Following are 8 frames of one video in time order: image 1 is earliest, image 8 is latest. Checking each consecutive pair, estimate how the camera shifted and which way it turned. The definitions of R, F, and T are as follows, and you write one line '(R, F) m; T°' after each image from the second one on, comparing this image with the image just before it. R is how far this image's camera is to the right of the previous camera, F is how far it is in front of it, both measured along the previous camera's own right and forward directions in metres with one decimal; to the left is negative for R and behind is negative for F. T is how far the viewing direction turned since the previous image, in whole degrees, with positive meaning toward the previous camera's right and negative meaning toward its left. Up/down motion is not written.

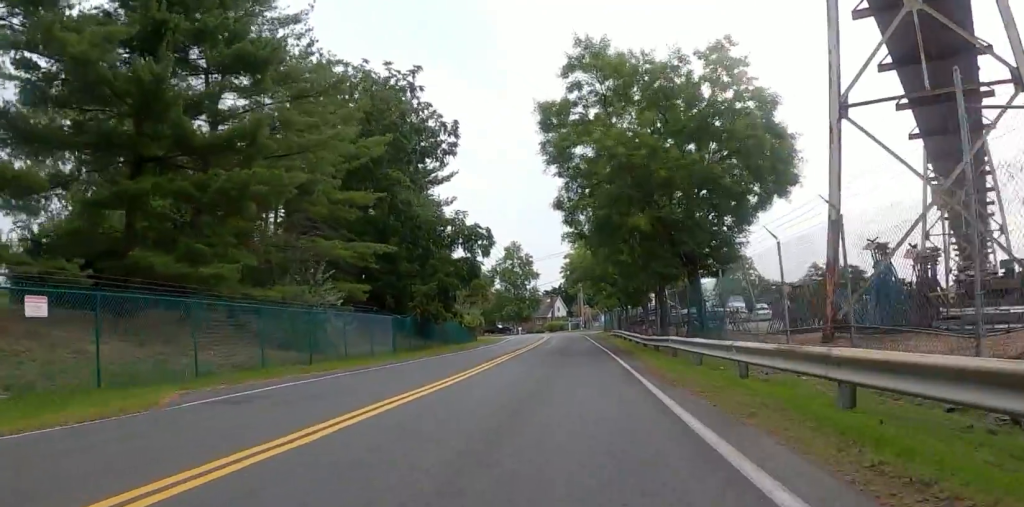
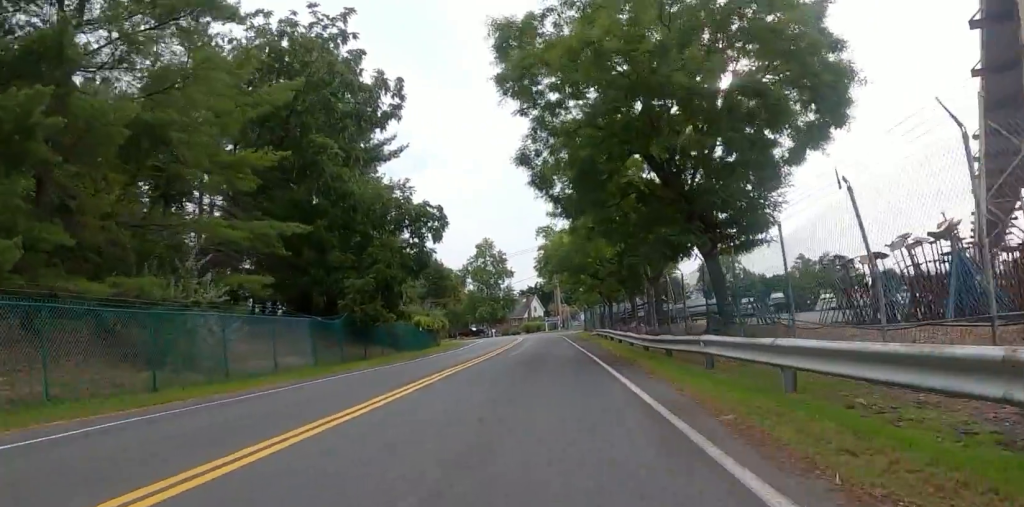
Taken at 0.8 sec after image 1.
(0.0, +6.6) m; -4°
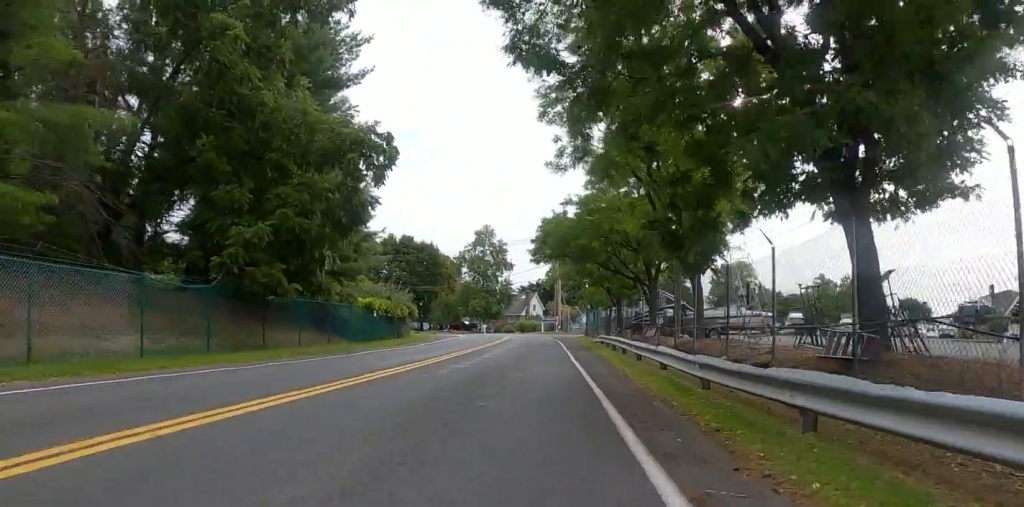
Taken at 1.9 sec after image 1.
(-0.8, +8.6) m; -6°
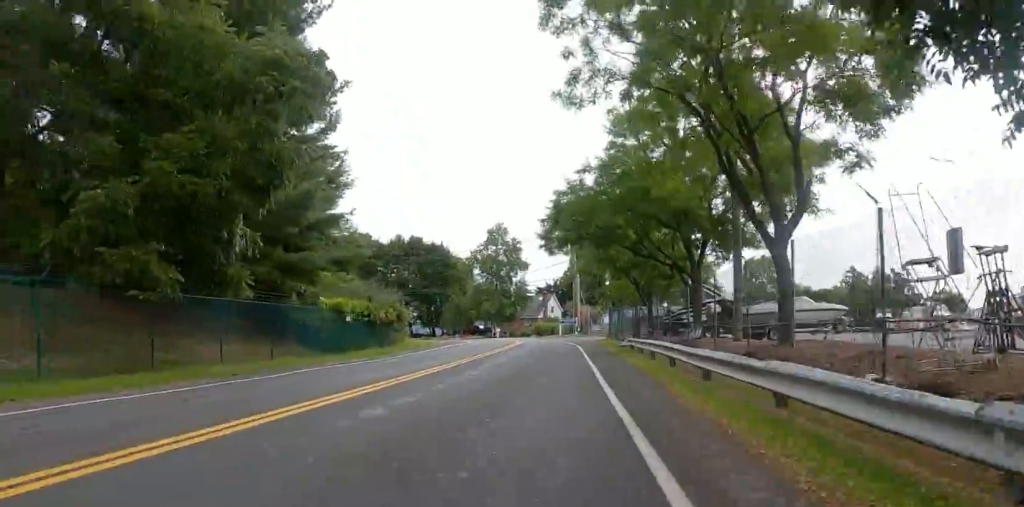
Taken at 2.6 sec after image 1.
(-0.5, +6.0) m; +2°
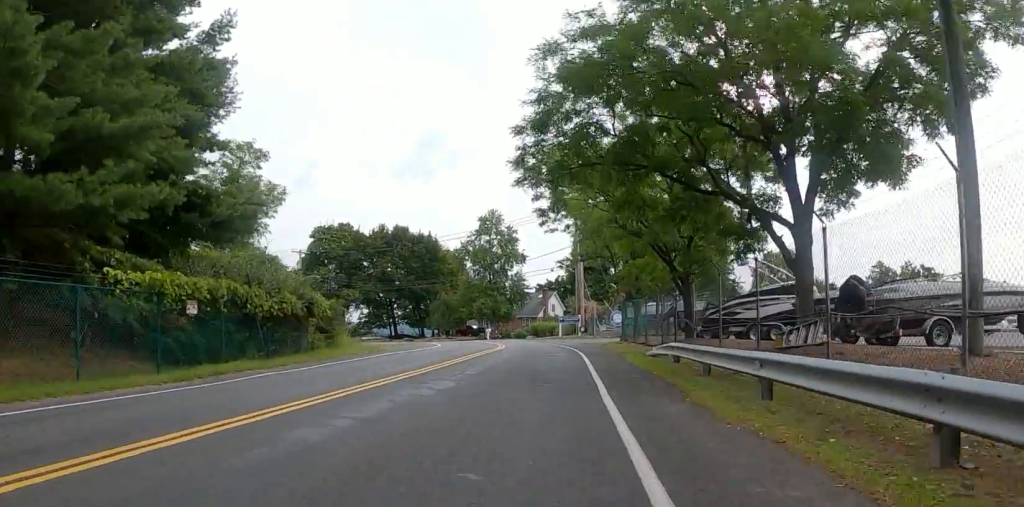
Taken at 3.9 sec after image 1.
(+1.6, +10.4) m; +9°
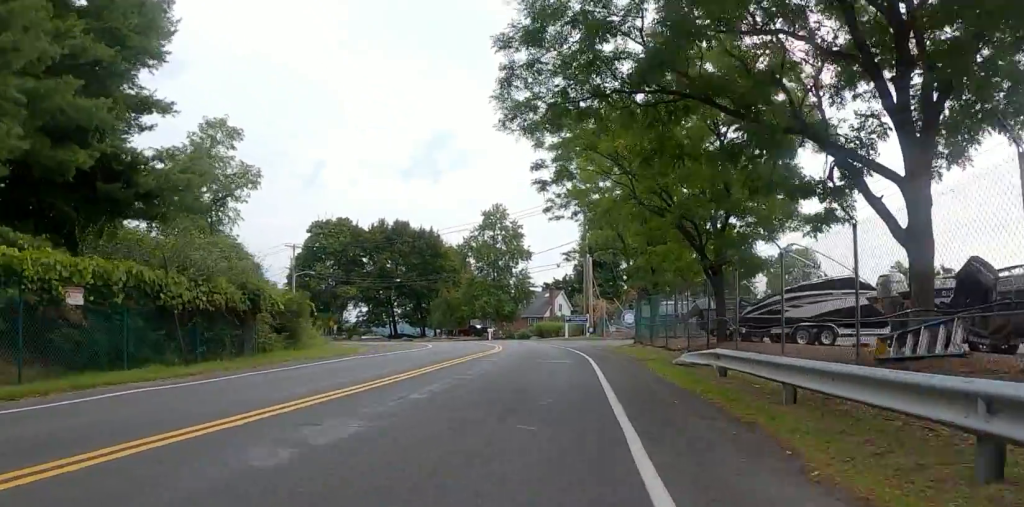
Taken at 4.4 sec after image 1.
(0.0, +4.0) m; 0°
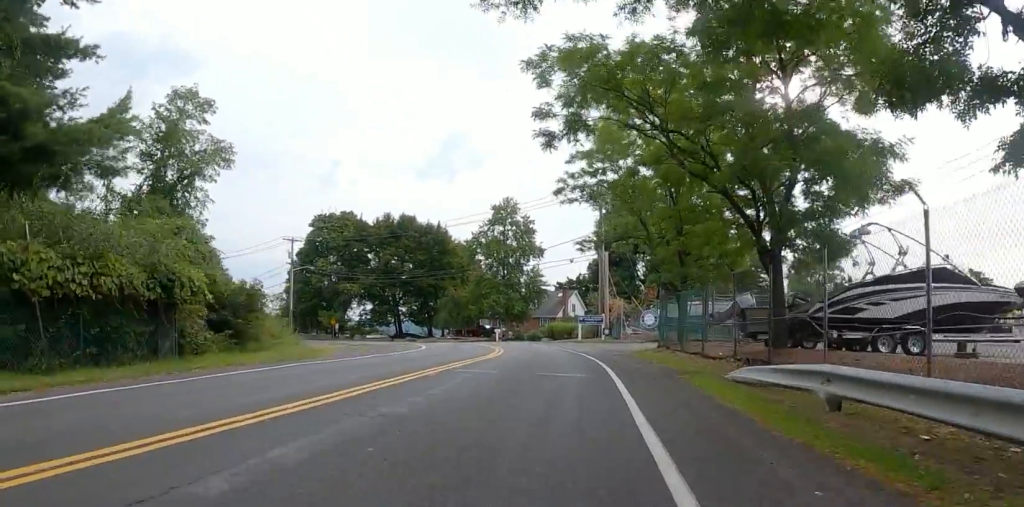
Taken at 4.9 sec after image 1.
(0.0, +4.4) m; -6°
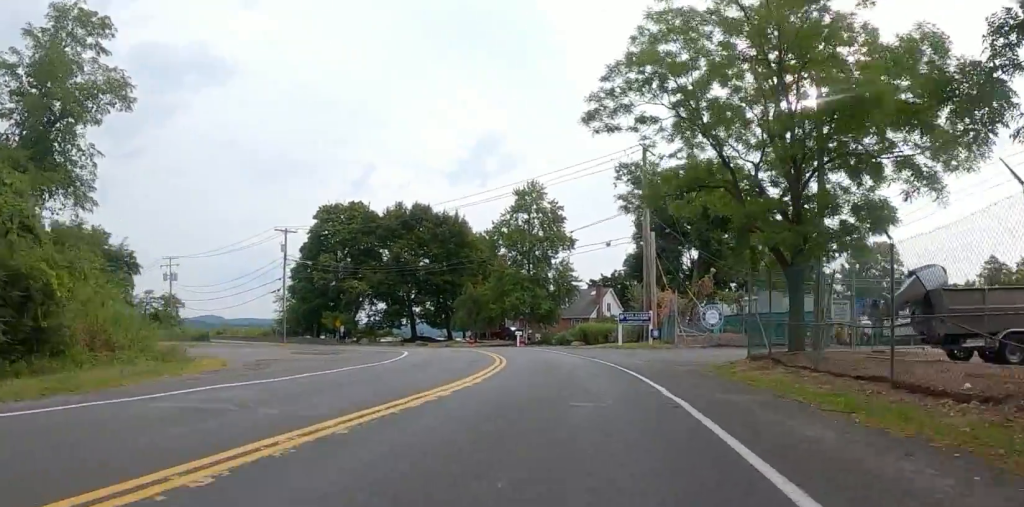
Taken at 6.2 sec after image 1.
(-1.3, +9.6) m; -6°
